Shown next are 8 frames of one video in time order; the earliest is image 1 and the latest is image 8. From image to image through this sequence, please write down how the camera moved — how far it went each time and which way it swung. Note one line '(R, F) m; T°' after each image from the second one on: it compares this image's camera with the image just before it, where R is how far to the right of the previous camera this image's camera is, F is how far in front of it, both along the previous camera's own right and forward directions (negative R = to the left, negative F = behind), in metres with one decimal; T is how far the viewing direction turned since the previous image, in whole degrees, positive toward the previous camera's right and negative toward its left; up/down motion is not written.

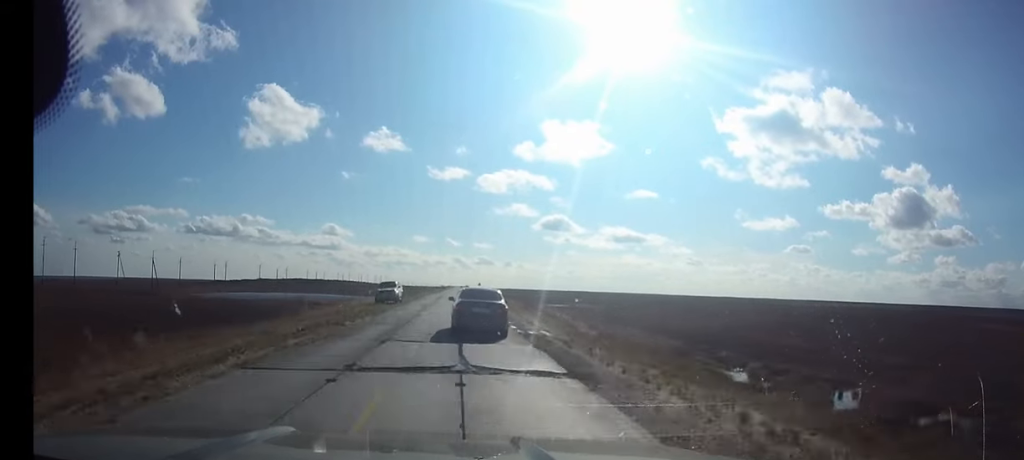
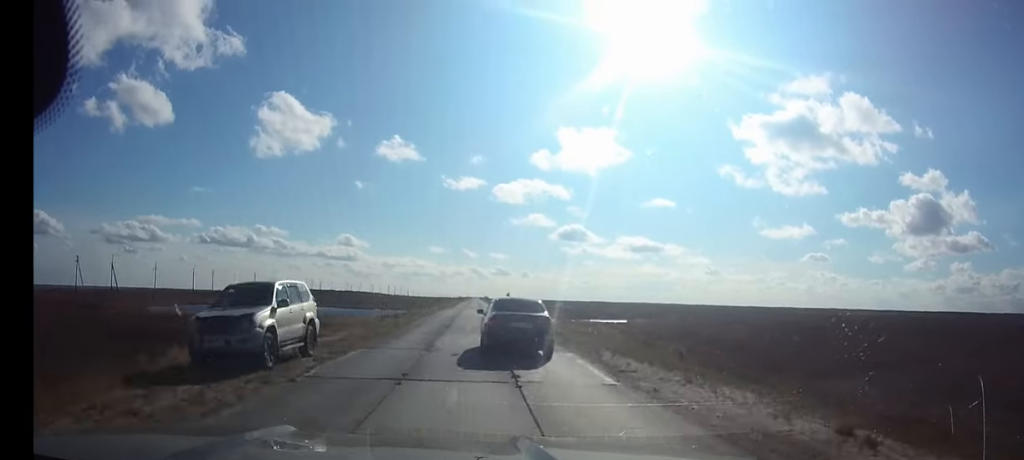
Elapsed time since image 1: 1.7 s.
(-0.3, +36.0) m; -1°
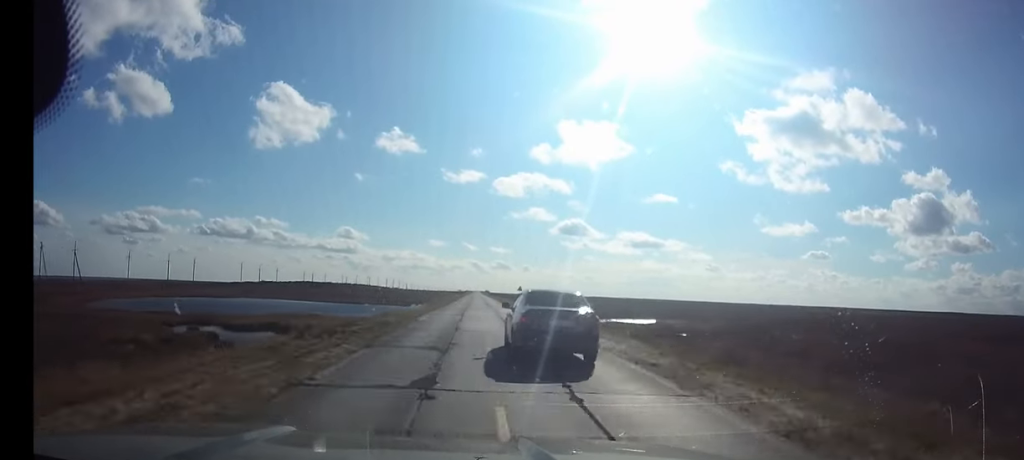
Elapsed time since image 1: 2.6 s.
(-0.1, +20.1) m; 0°
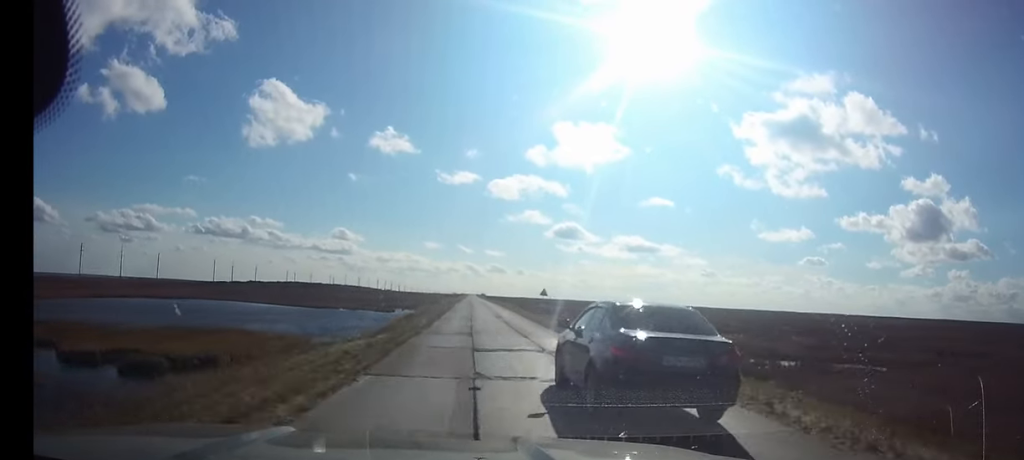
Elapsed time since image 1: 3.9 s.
(+0.1, +29.7) m; +1°
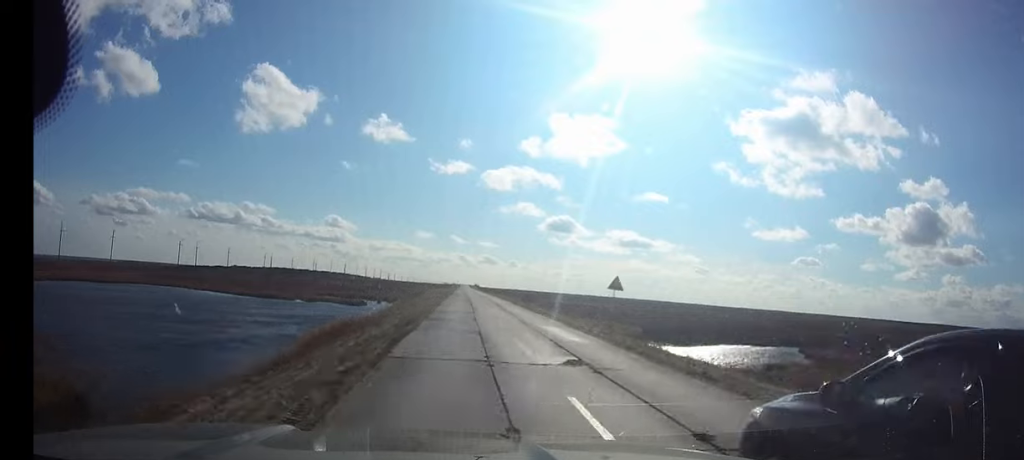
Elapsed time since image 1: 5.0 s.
(+0.2, +29.3) m; +1°
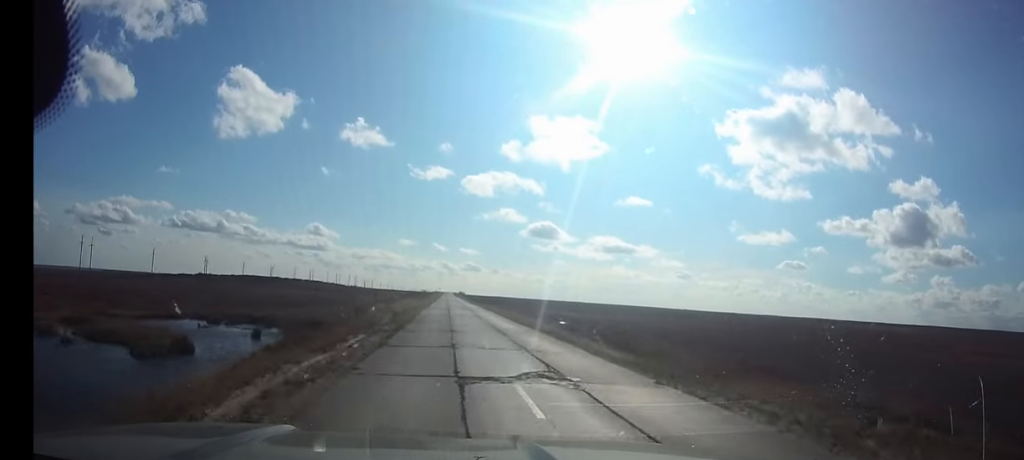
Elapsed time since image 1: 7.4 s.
(+0.8, +62.8) m; +1°
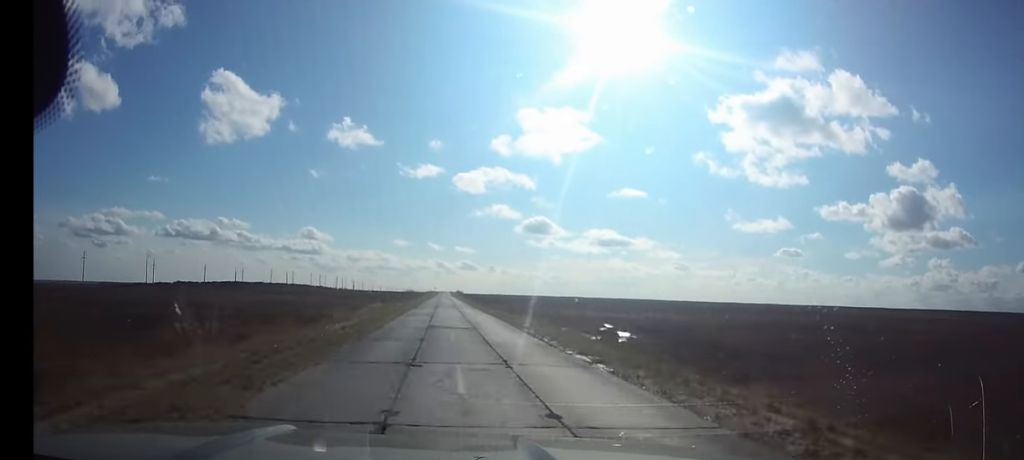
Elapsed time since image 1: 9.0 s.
(+0.1, +49.2) m; 0°
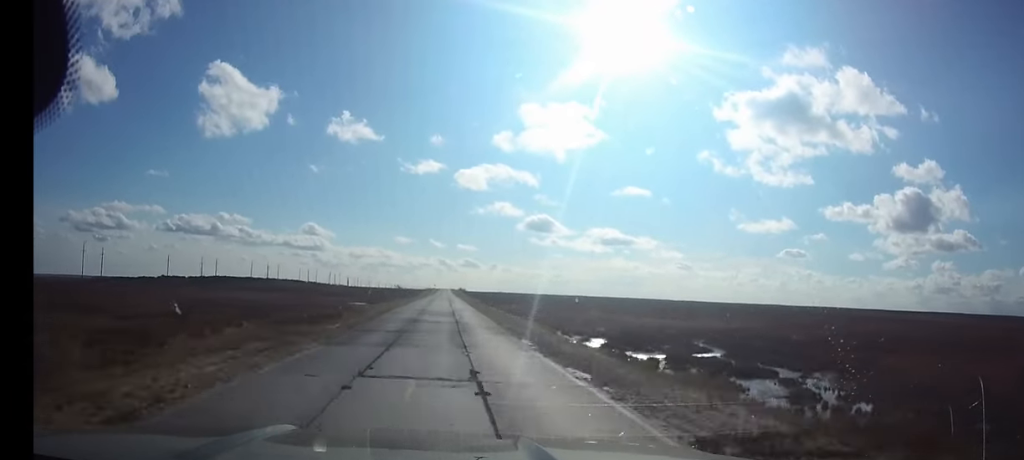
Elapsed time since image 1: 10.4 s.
(-0.1, +42.0) m; 0°
